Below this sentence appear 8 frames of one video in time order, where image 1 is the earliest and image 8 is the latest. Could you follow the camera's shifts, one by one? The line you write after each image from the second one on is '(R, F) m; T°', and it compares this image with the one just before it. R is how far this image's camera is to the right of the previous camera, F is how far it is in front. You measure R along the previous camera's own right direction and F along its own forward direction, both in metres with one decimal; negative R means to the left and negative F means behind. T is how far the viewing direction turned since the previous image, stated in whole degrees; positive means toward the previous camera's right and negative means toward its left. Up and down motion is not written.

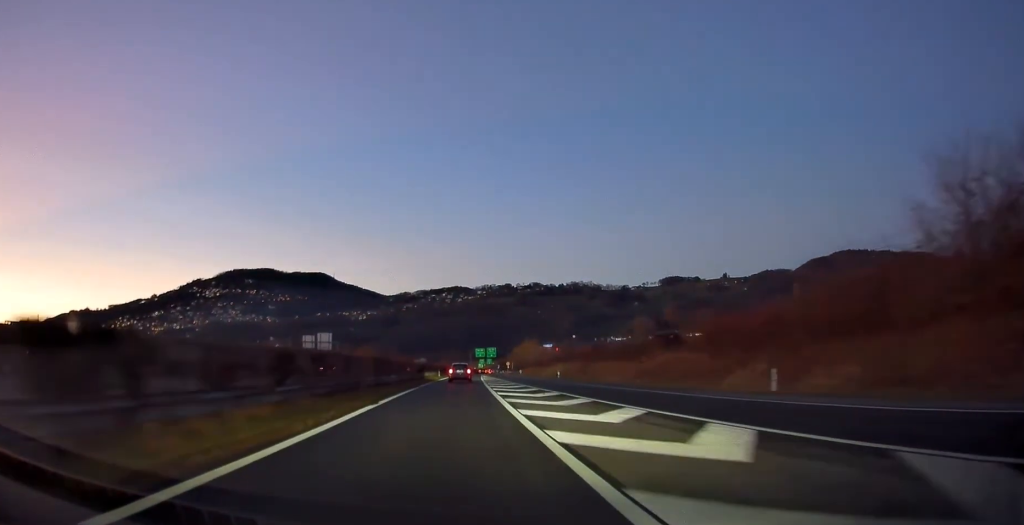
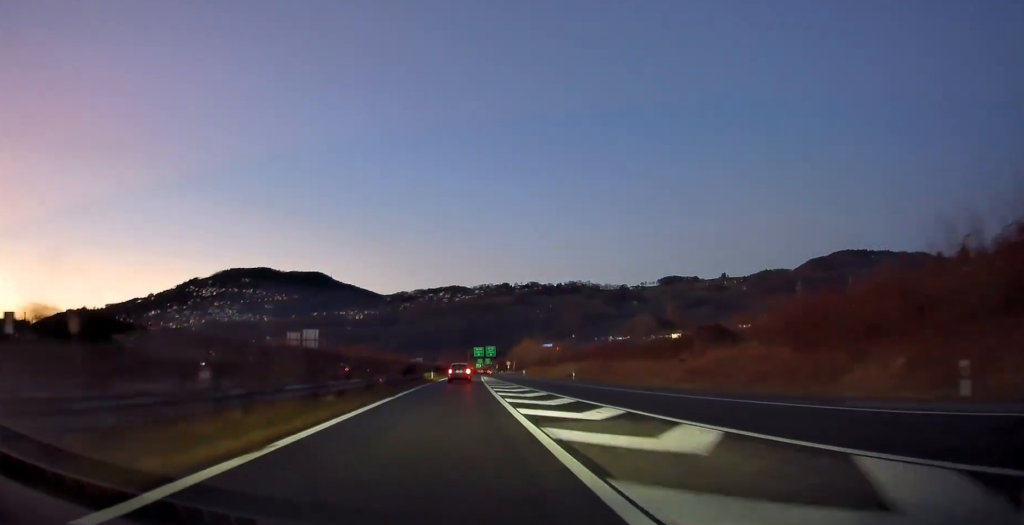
(-0.1, +10.9) m; 0°
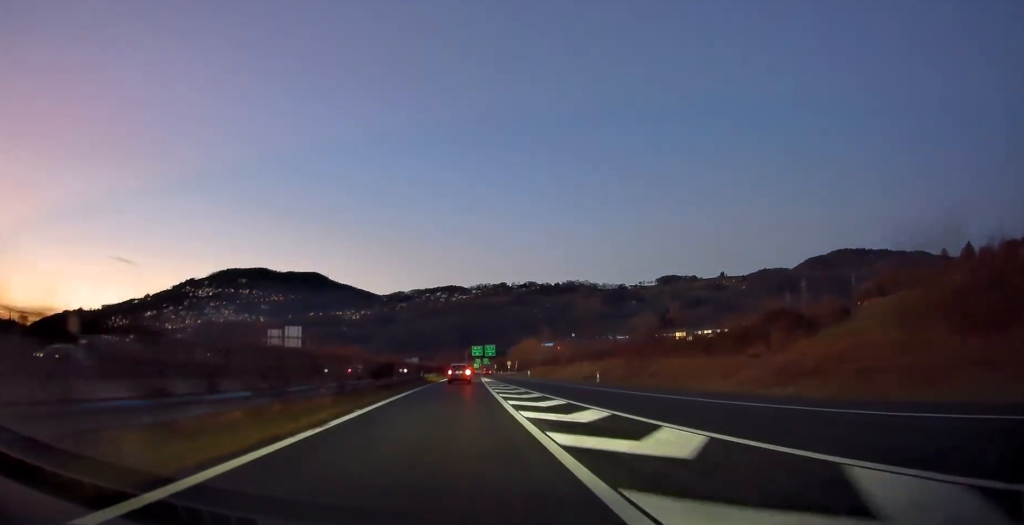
(0.0, +12.4) m; 0°
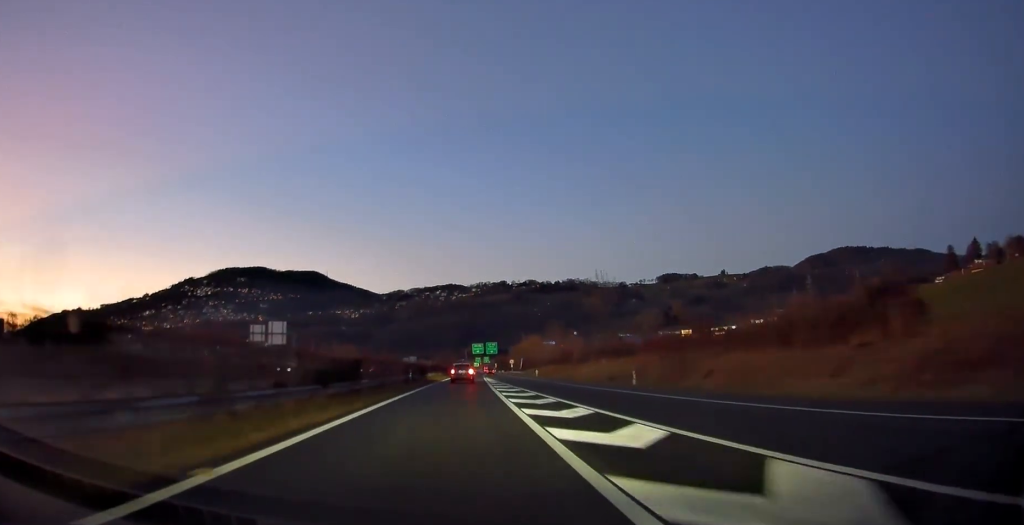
(0.0, +10.2) m; 0°
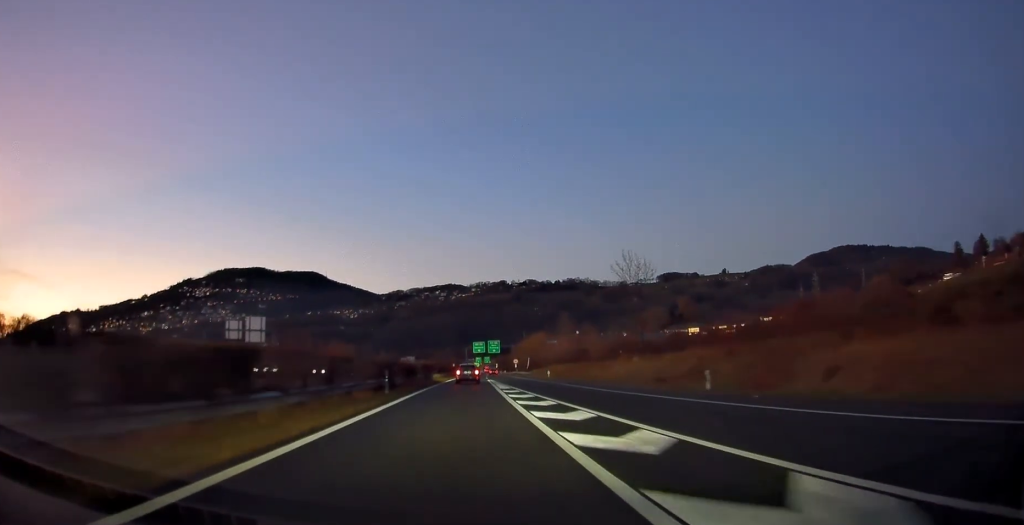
(0.0, +12.4) m; 0°
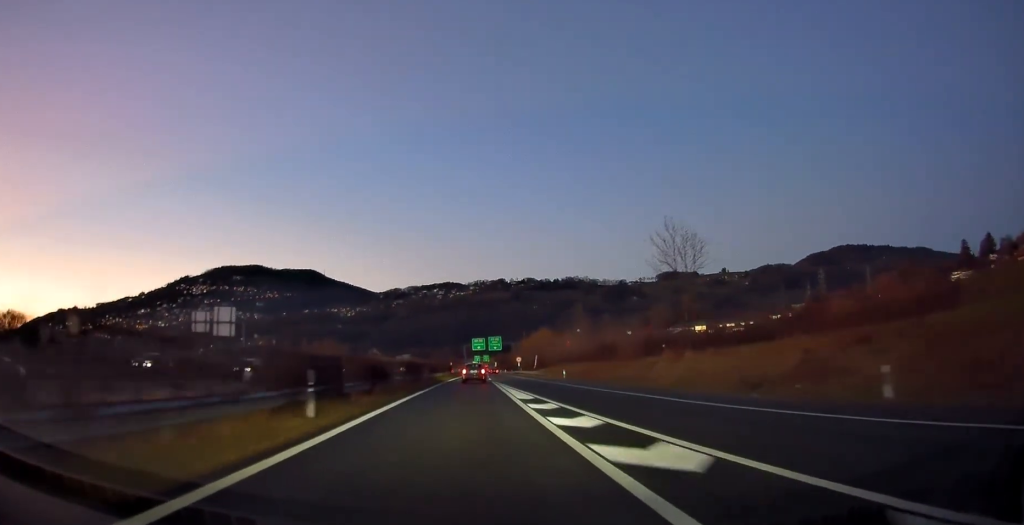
(+0.1, +12.5) m; 0°
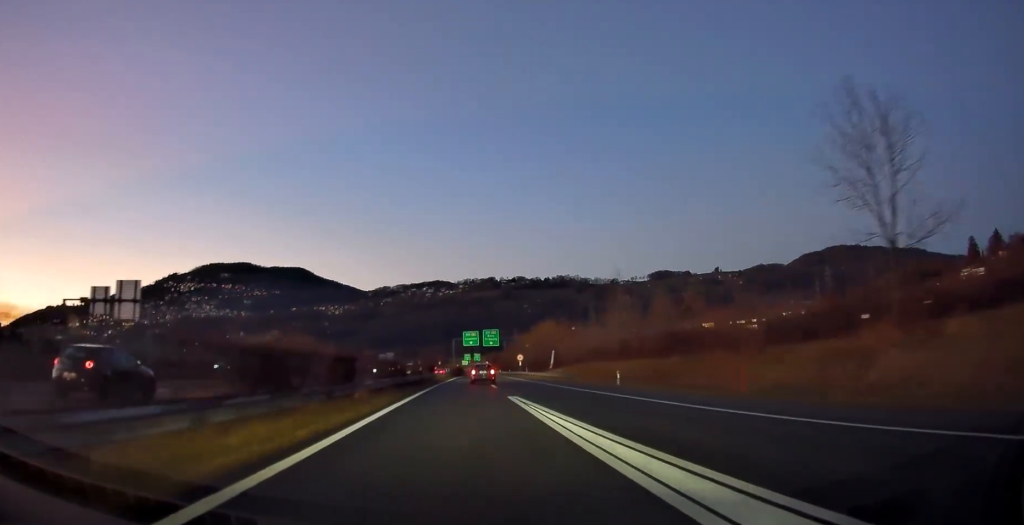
(+0.1, +25.1) m; +1°
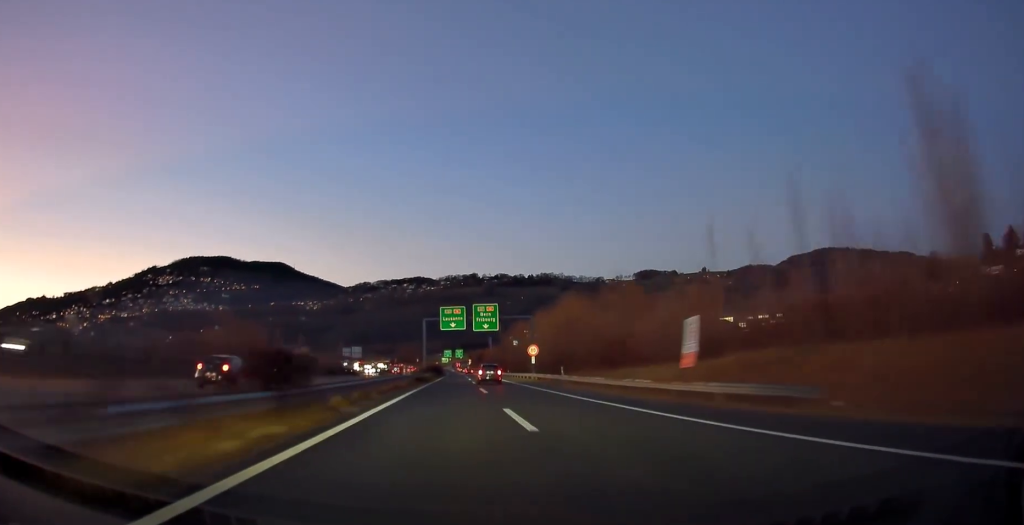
(+0.7, +43.0) m; +2°
